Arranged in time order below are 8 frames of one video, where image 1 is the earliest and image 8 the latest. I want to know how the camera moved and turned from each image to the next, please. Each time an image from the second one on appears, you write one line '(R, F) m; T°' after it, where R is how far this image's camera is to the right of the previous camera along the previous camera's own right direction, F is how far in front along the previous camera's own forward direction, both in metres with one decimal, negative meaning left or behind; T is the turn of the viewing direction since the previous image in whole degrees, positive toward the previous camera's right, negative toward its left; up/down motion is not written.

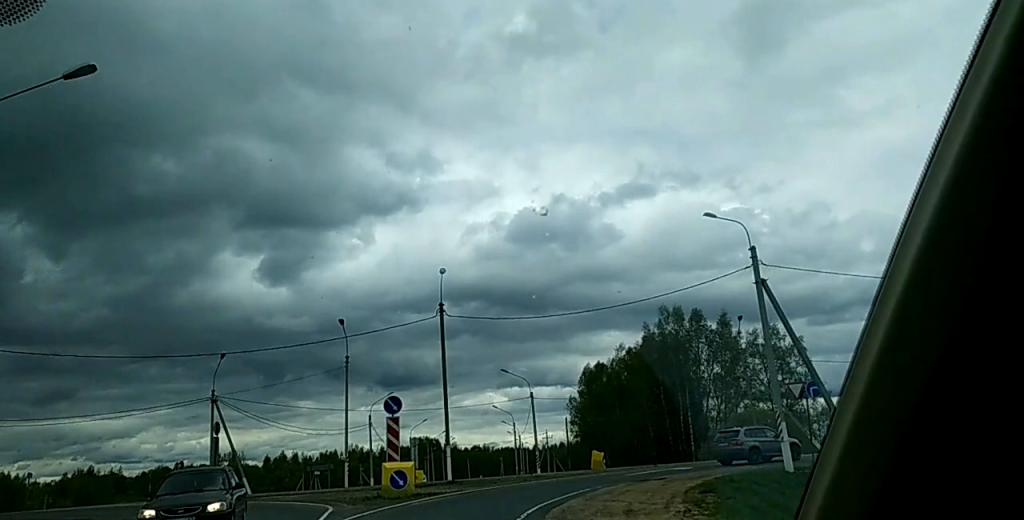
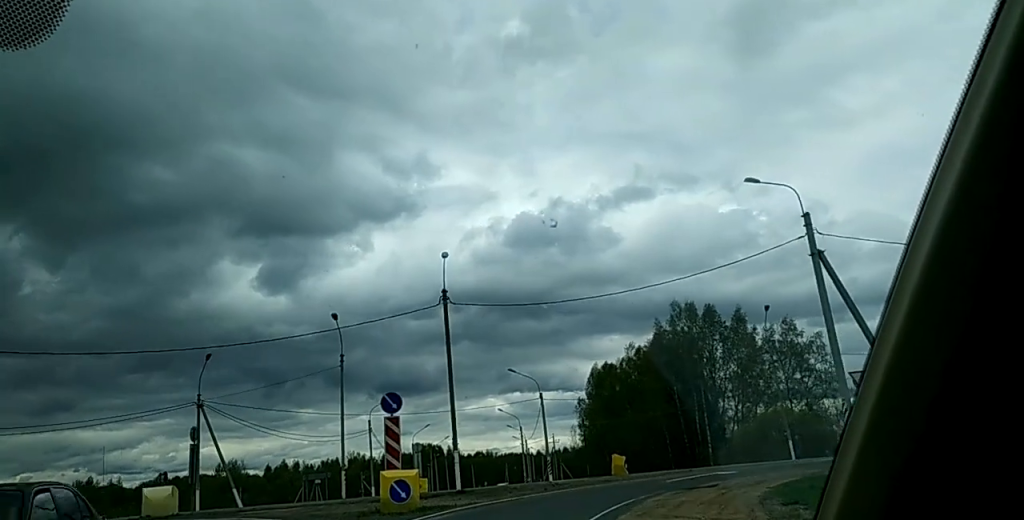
(0.0, +4.9) m; +2°
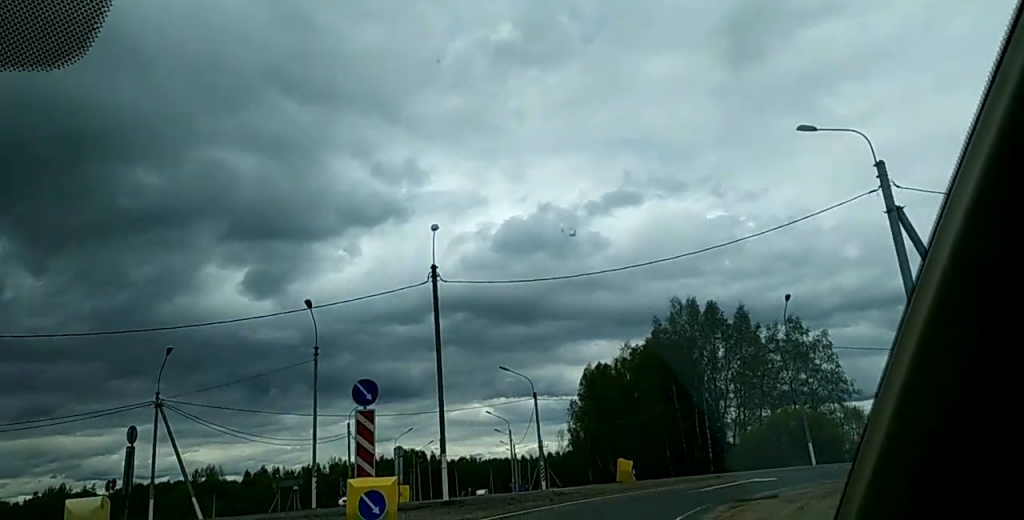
(-0.1, +5.5) m; +4°
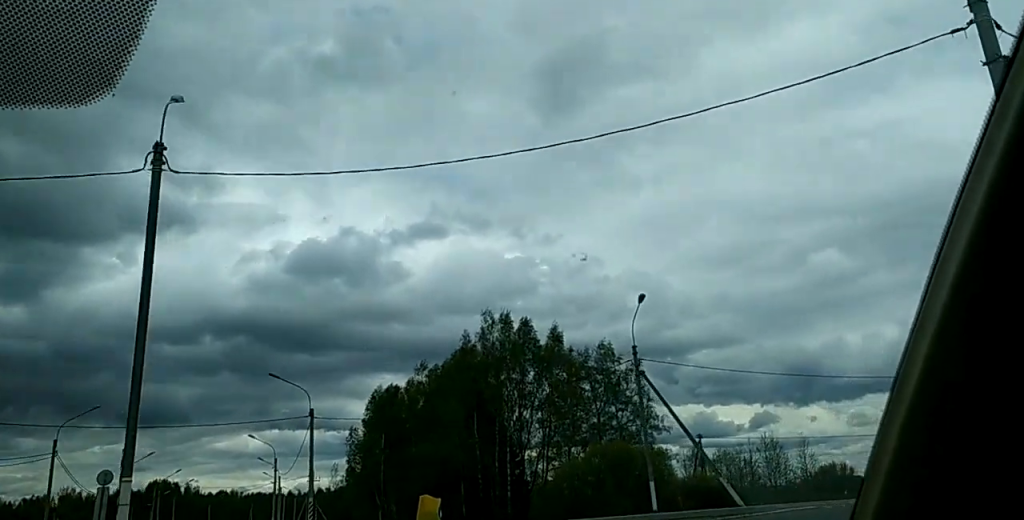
(+1.8, +12.0) m; +18°
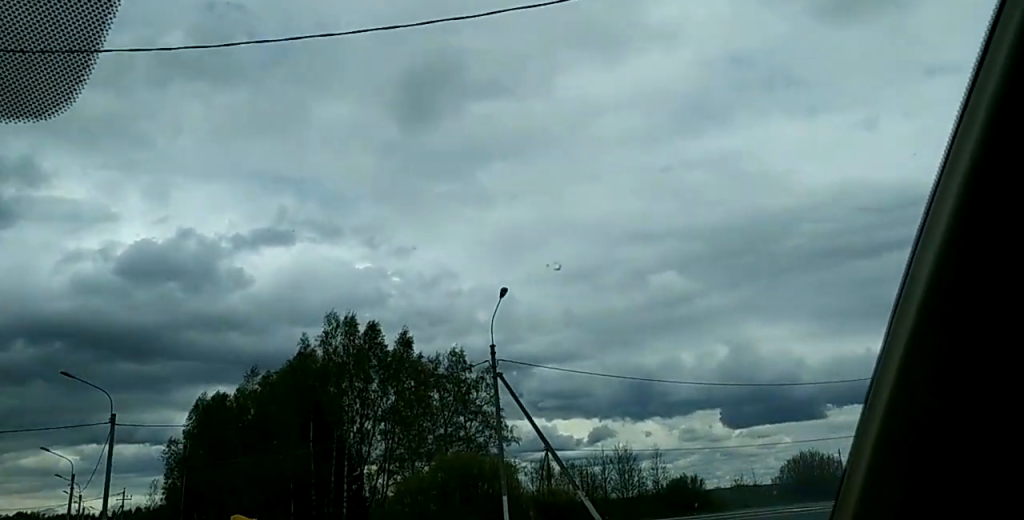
(+0.1, +4.6) m; +9°
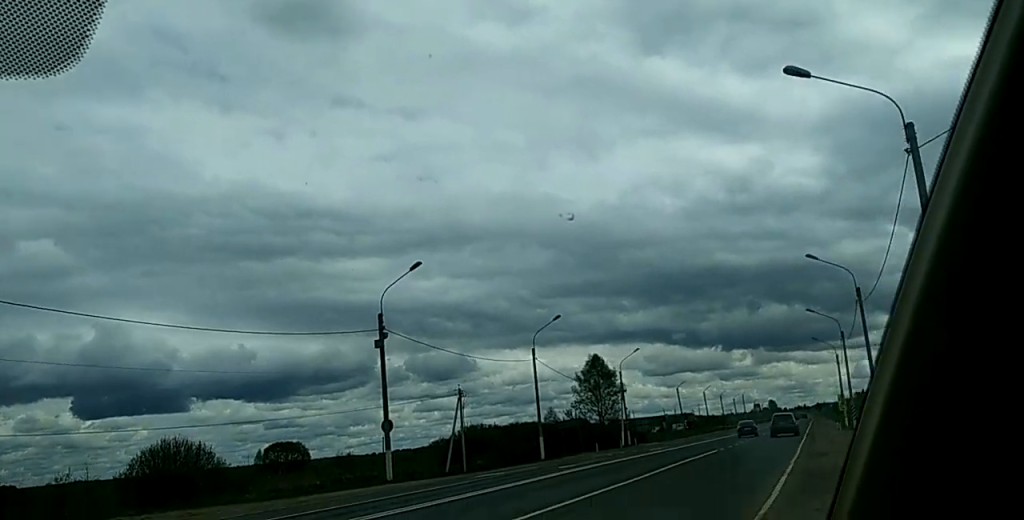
(+7.0, +18.3) m; +38°
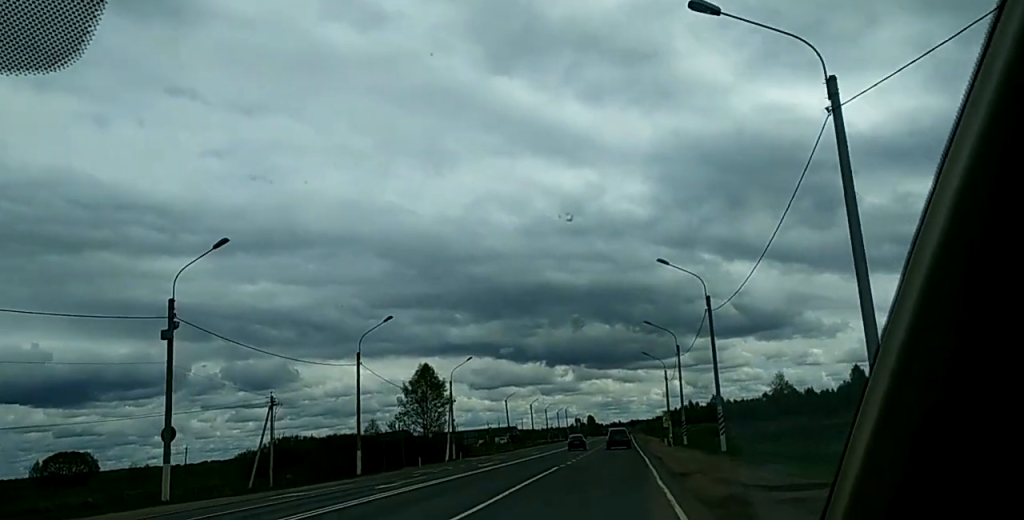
(+0.4, +6.1) m; +9°
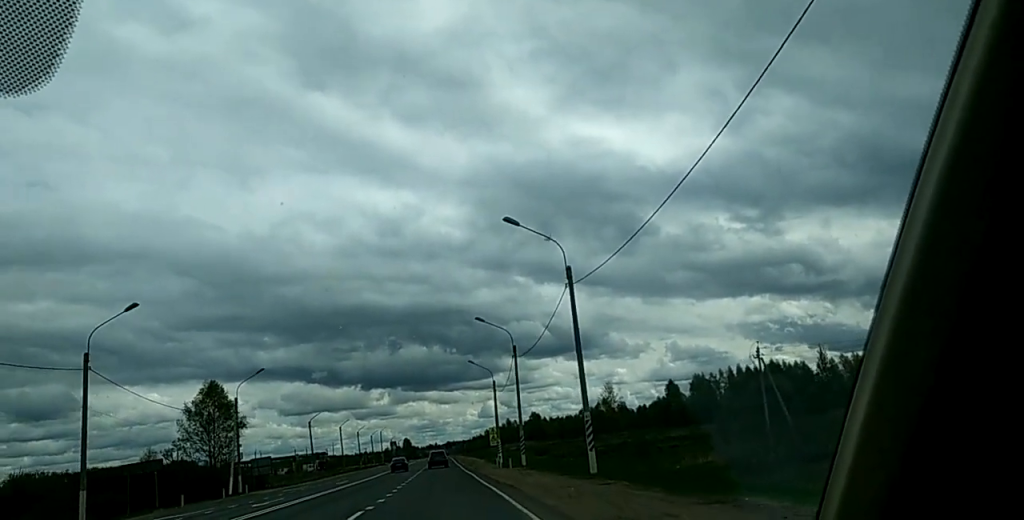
(+2.2, +13.6) m; +13°
